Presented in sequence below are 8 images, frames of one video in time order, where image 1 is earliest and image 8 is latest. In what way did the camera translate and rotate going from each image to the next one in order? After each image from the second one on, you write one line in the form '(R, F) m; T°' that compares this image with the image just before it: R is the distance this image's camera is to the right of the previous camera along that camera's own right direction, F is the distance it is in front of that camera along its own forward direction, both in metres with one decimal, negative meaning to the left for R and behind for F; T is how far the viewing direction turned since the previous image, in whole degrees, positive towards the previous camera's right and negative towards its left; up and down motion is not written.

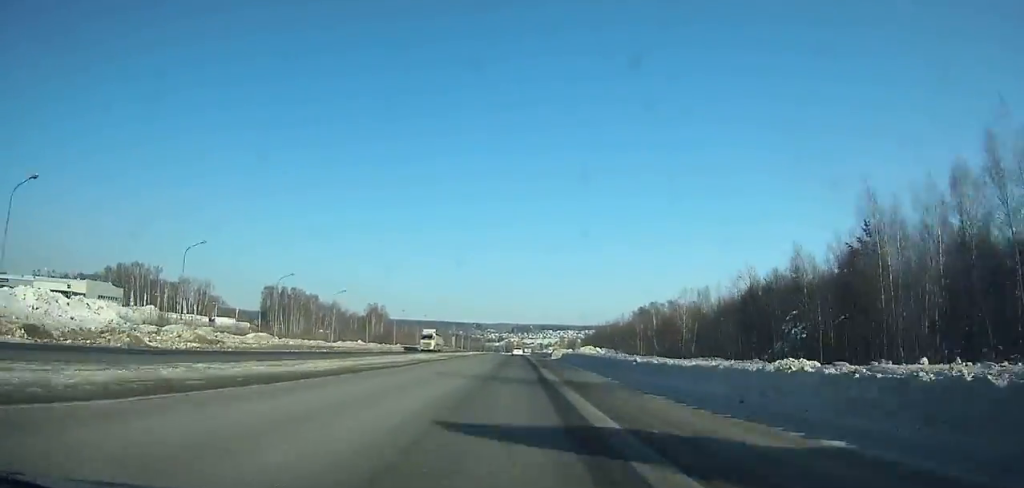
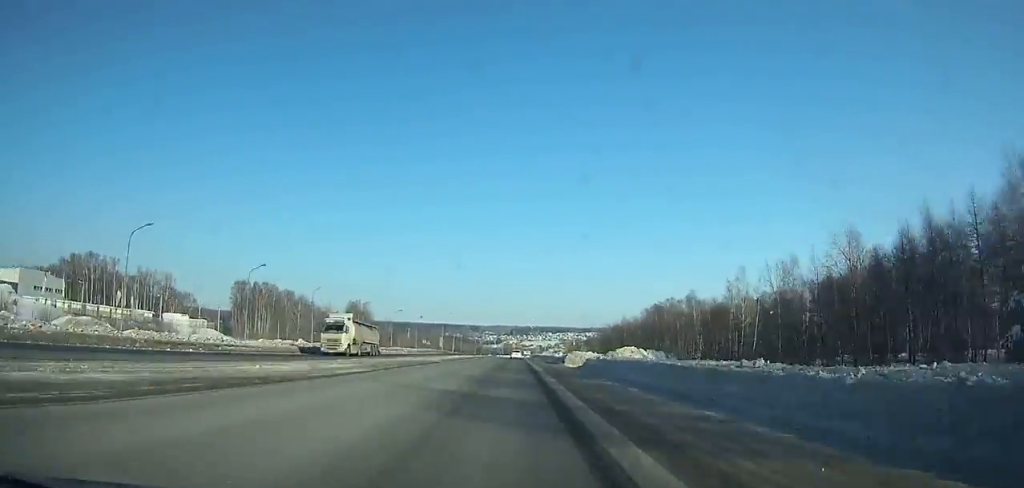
(+0.1, +27.1) m; 0°
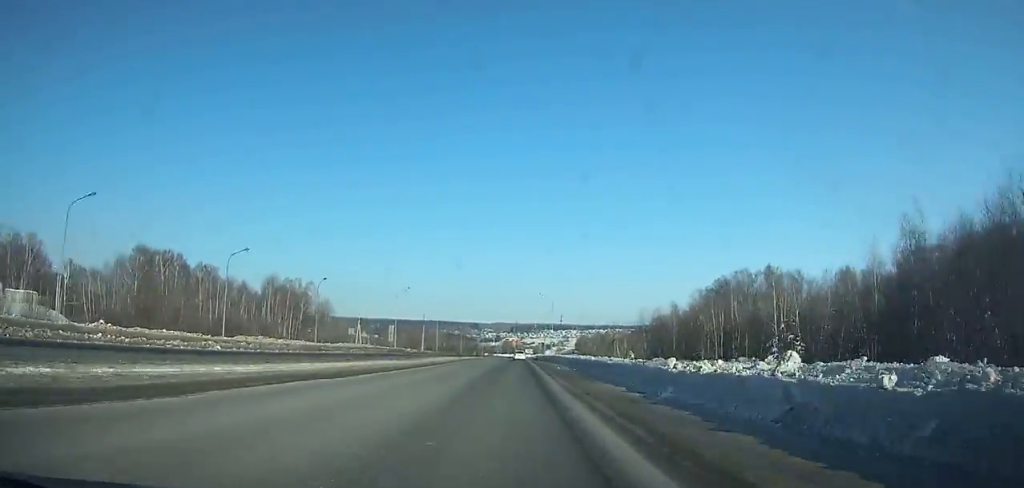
(0.0, +69.7) m; 0°
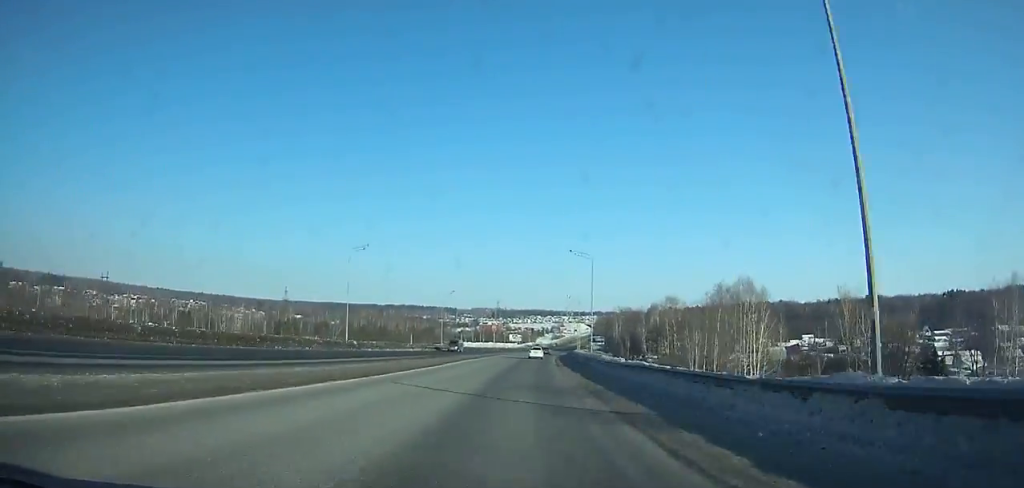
(+2.7, +196.5) m; +2°
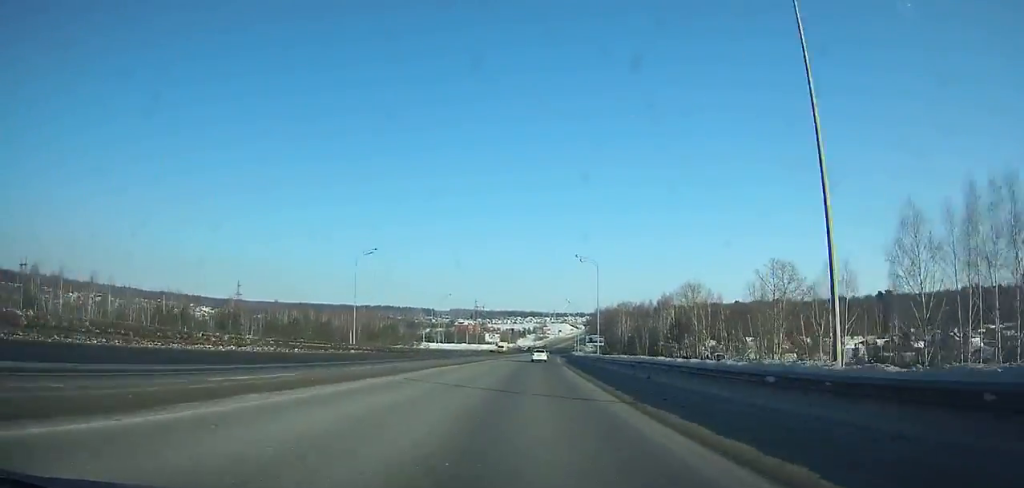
(+0.6, +52.9) m; +2°
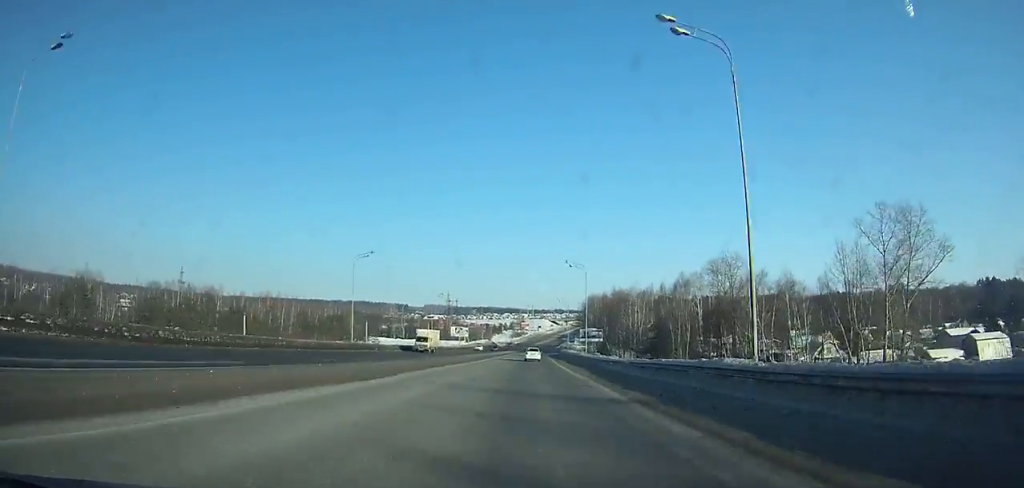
(+0.8, +48.8) m; +2°
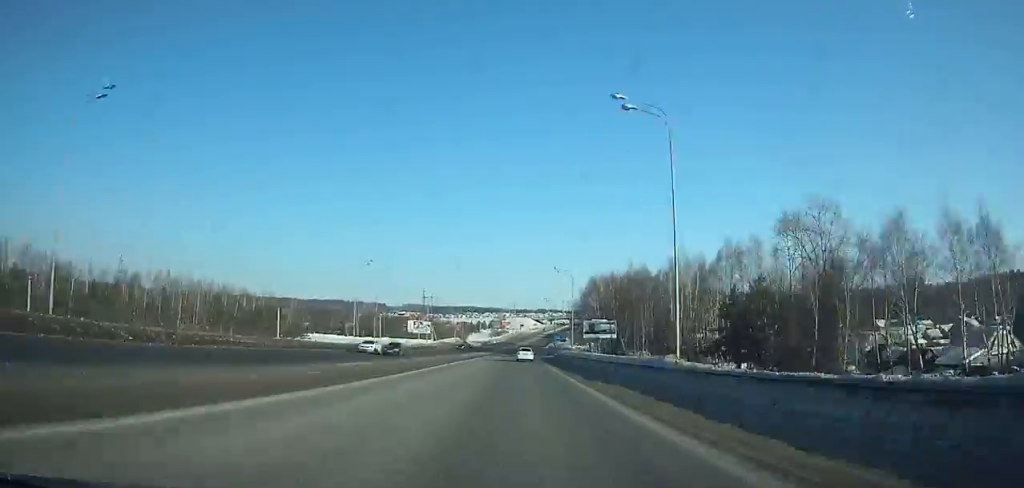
(+0.8, +46.3) m; +1°
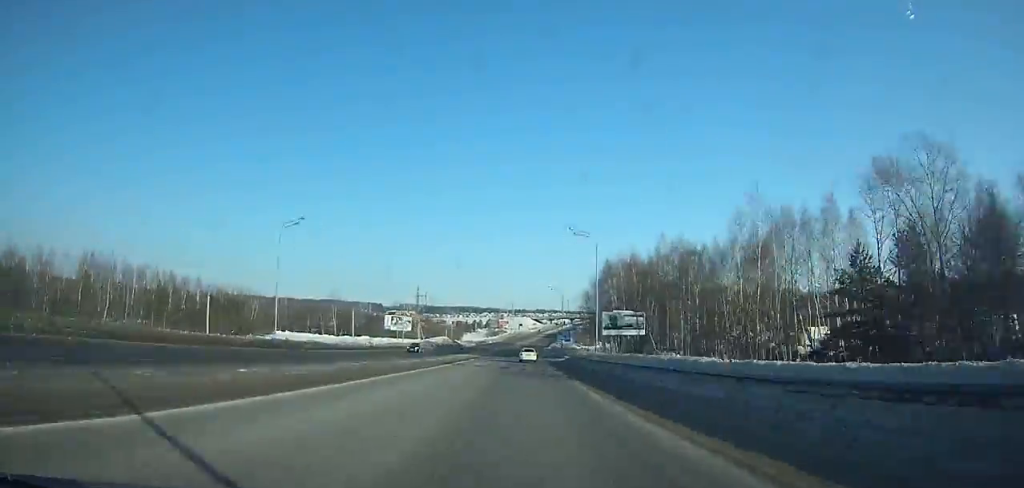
(+0.1, +25.9) m; 0°
